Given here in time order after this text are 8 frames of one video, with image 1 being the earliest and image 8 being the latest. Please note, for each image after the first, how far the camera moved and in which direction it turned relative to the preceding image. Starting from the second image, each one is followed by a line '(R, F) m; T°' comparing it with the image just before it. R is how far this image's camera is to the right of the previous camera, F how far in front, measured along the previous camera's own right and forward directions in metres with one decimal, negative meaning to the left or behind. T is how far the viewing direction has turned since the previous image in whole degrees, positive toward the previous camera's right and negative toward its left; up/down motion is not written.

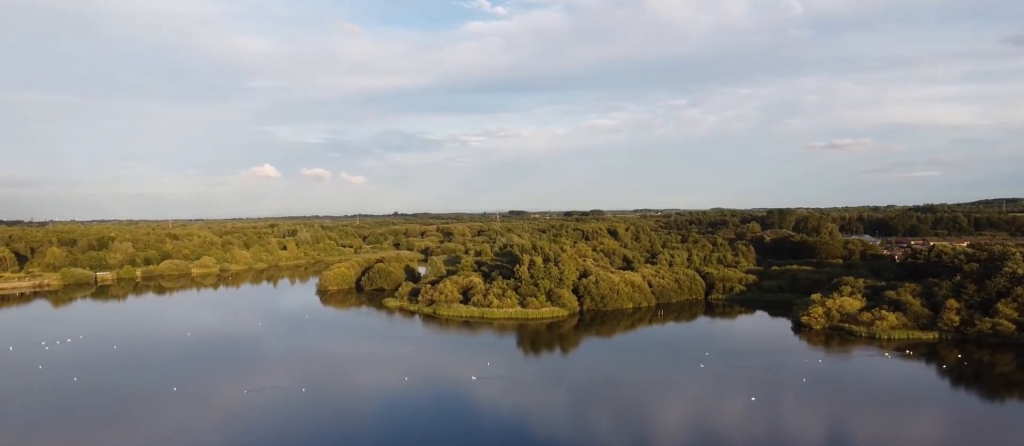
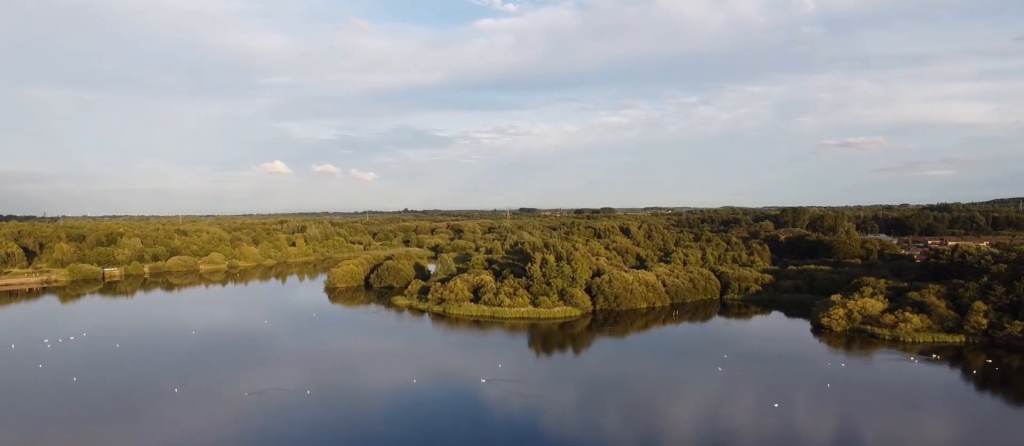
(-0.1, +5.9) m; -1°
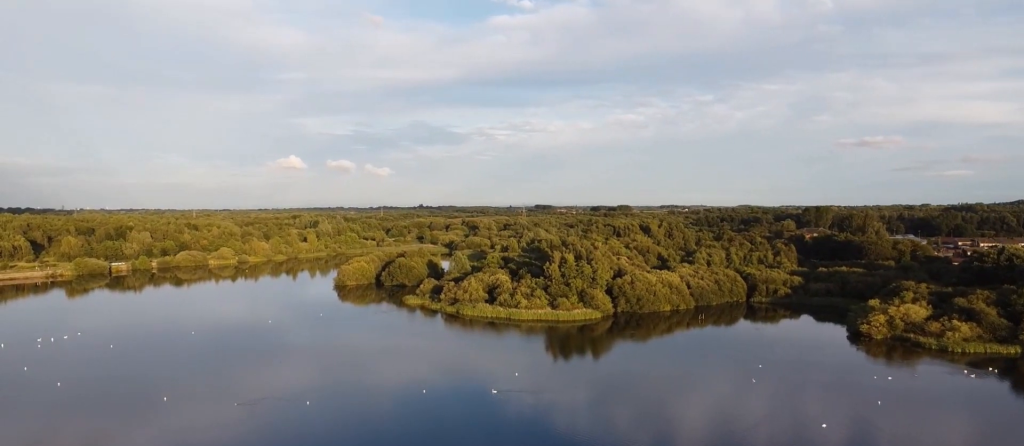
(0.0, +13.7) m; +1°
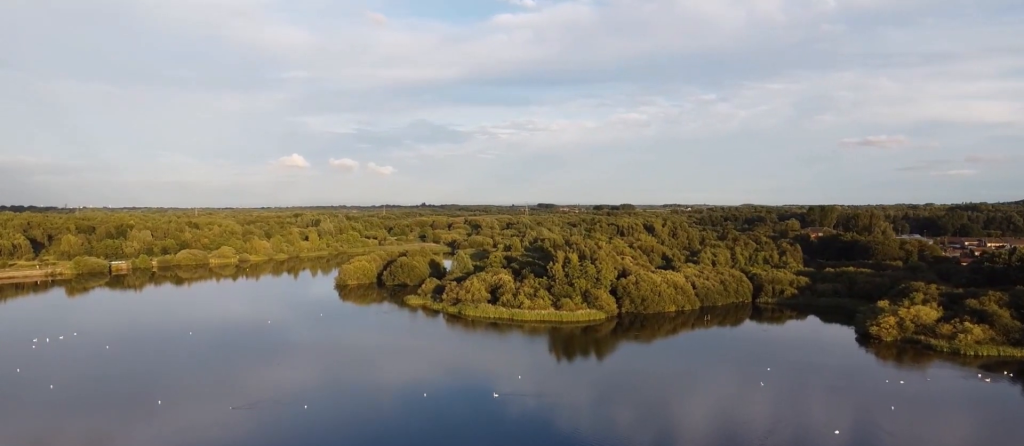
(0.0, +3.7) m; 0°
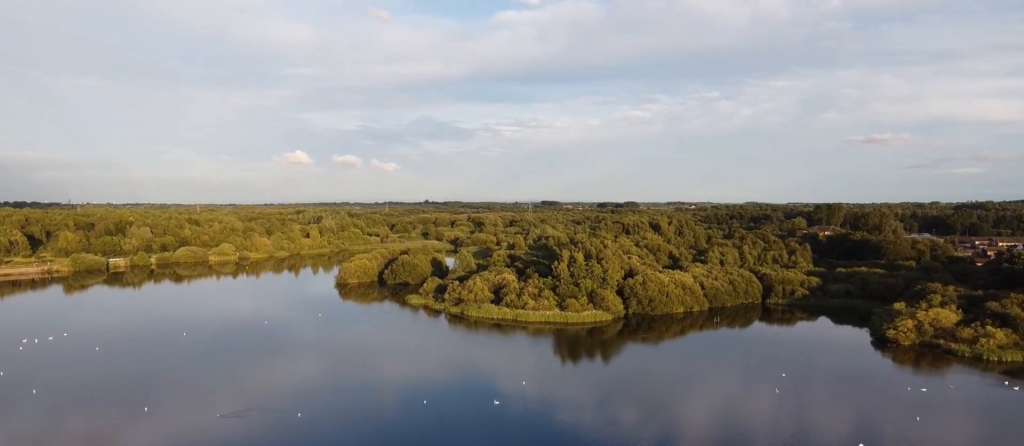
(0.0, +7.2) m; 0°
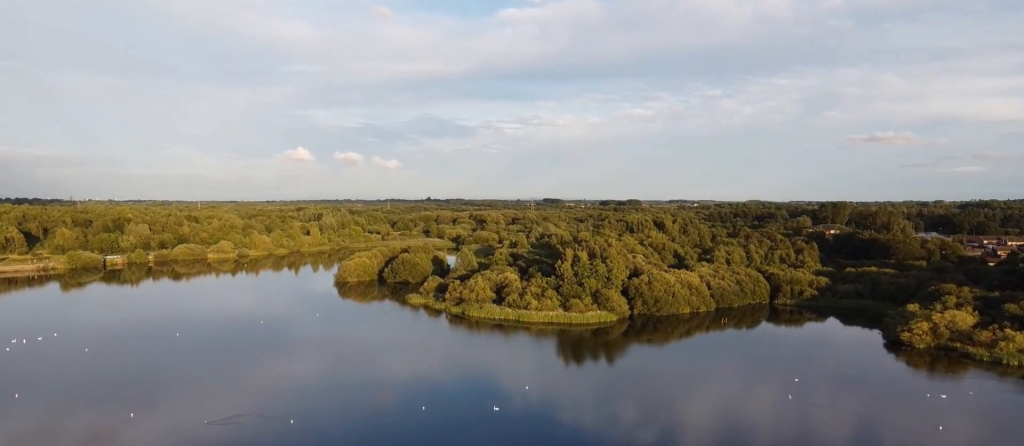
(0.0, +6.1) m; 0°
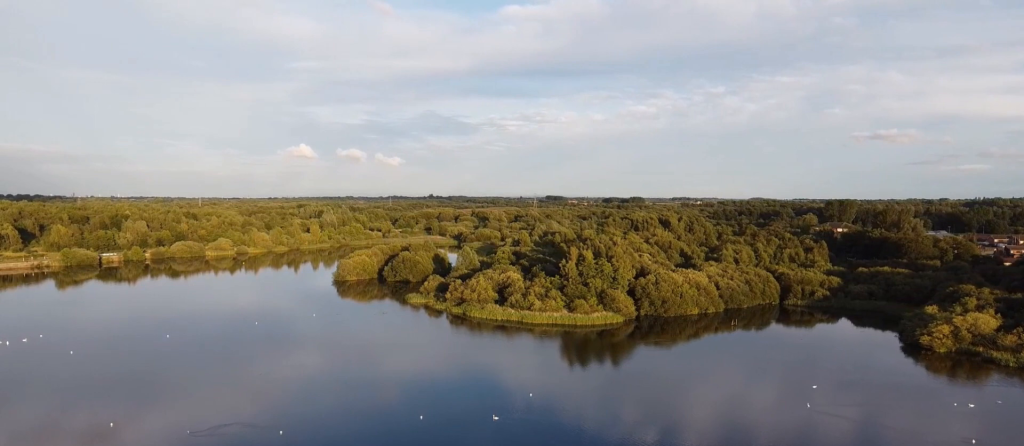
(0.0, +7.7) m; 0°
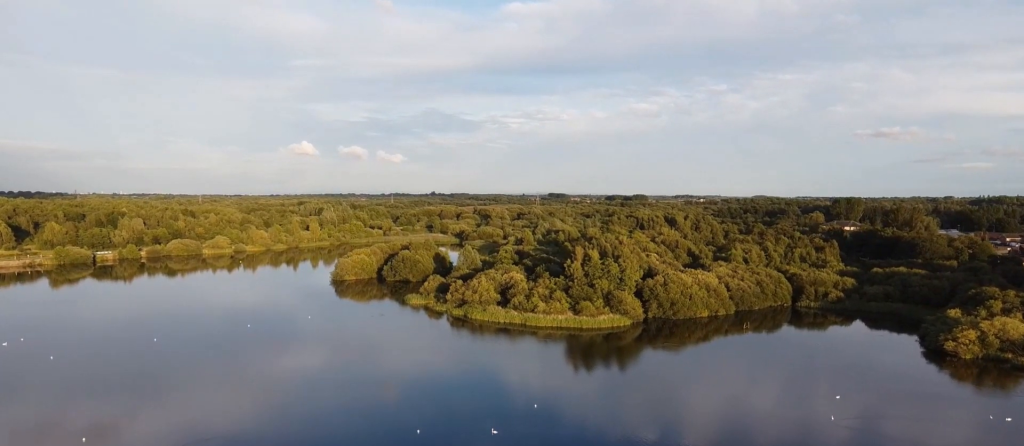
(0.0, +9.1) m; 0°
